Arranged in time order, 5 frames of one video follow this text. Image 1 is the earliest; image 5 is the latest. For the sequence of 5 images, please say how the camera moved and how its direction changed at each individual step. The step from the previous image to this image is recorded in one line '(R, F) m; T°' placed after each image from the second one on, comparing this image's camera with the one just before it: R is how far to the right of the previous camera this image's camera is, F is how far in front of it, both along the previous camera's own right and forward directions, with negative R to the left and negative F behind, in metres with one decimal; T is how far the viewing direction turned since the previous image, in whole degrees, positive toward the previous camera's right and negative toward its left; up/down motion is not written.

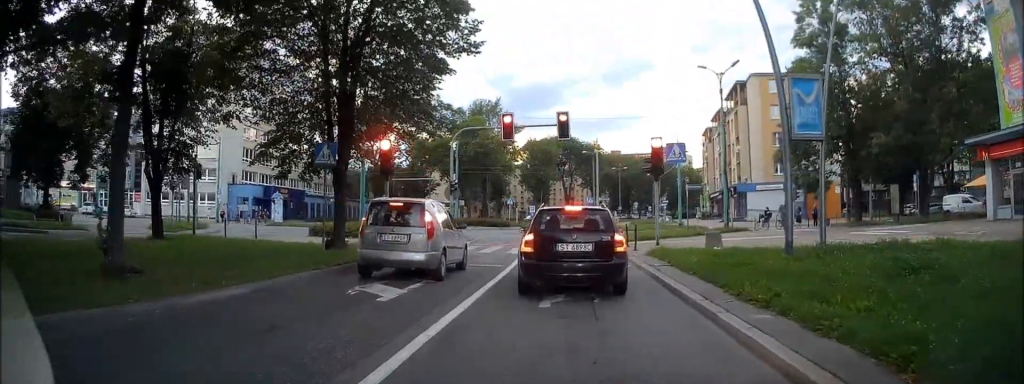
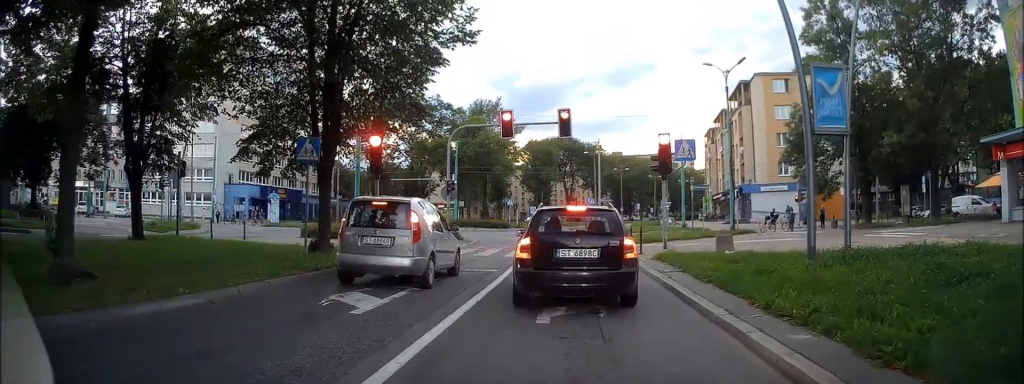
(0.0, +1.1) m; 0°
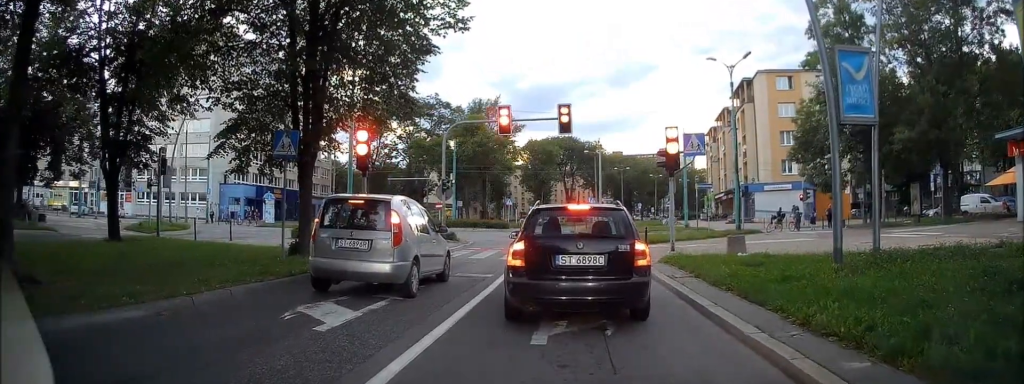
(+0.3, +1.4) m; 0°
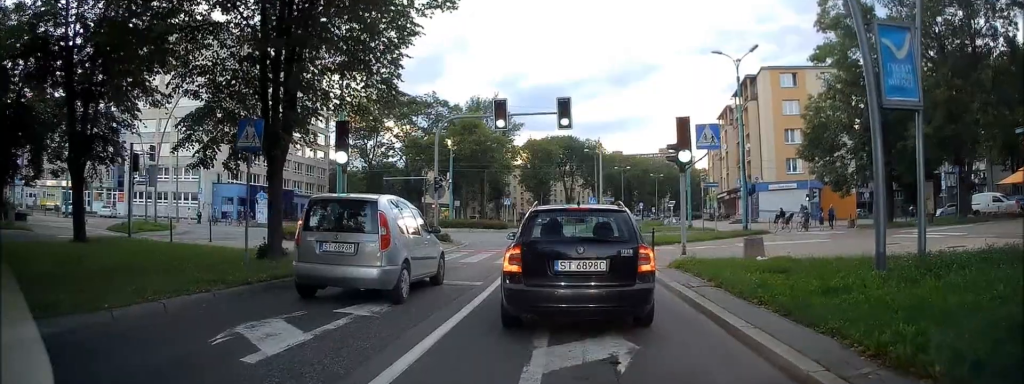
(-0.3, +1.3) m; 0°
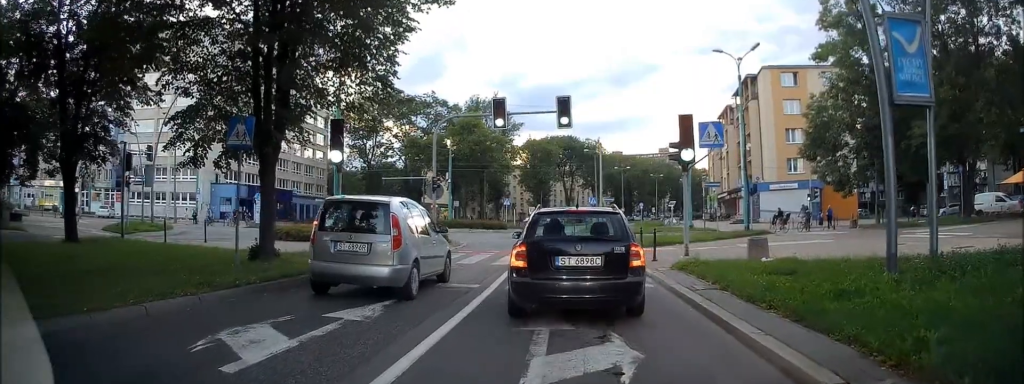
(+0.2, +0.4) m; 0°
